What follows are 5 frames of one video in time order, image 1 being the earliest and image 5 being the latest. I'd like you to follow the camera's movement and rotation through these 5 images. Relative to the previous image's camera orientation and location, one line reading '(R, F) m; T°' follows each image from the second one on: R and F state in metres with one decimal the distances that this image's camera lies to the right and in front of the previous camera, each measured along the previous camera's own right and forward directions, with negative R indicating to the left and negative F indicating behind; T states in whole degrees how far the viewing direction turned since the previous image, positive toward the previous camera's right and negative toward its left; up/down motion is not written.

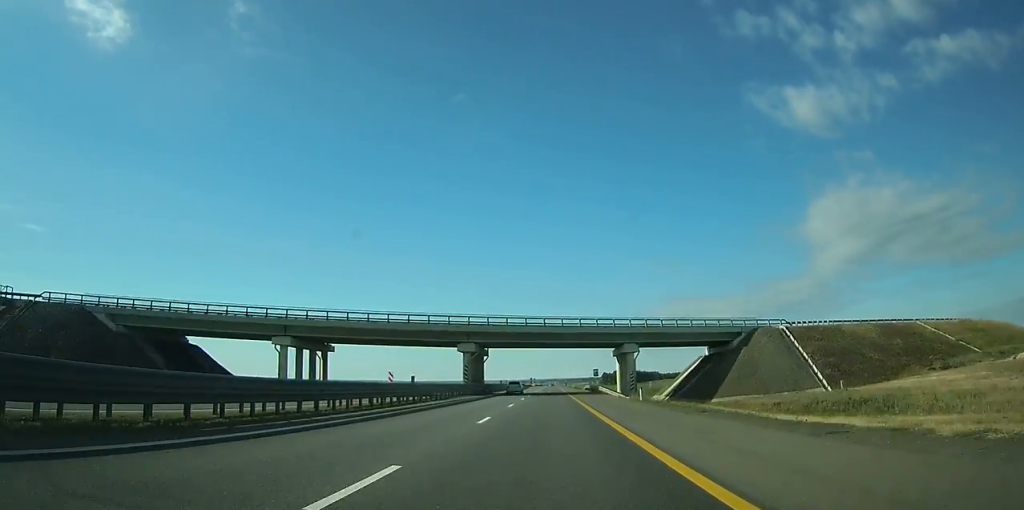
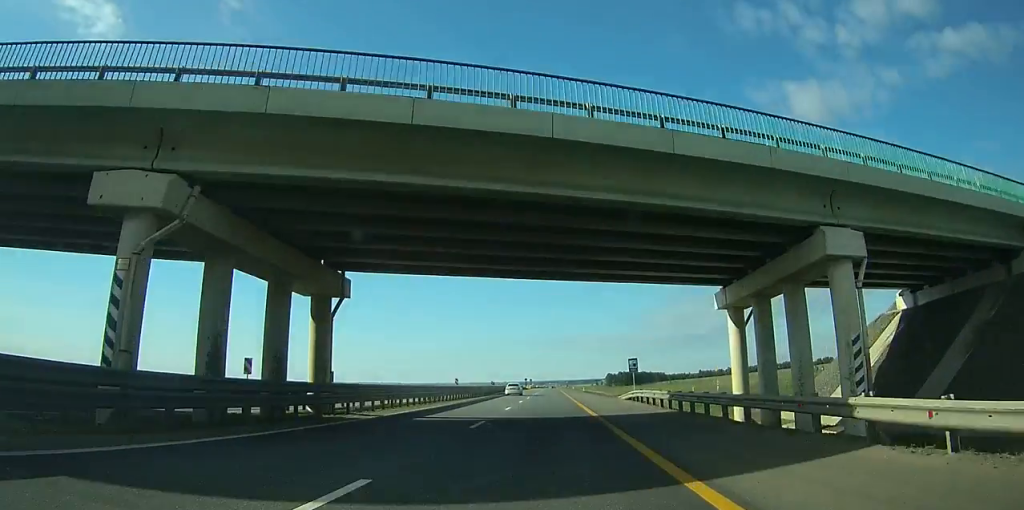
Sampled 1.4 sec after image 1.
(0.0, +50.2) m; 0°
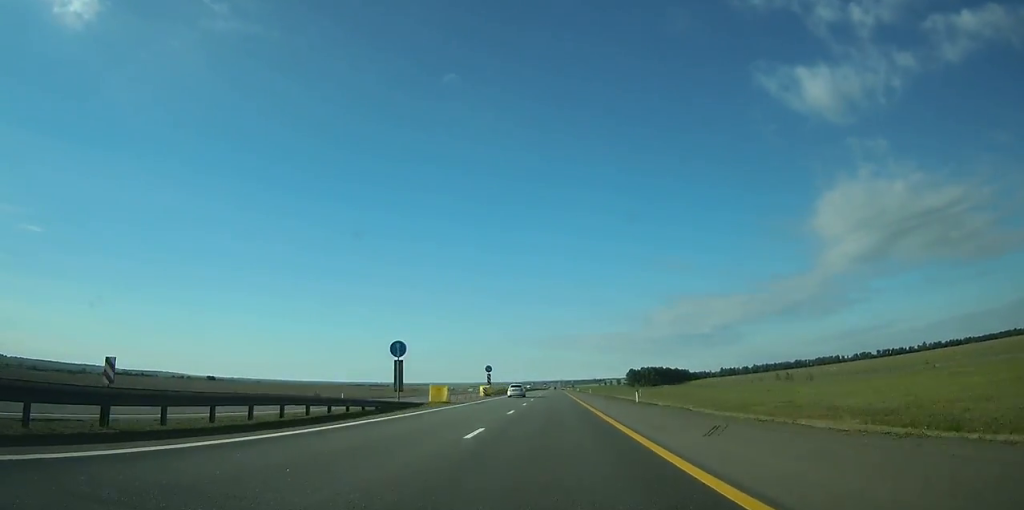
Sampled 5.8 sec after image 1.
(-0.3, +166.7) m; 0°
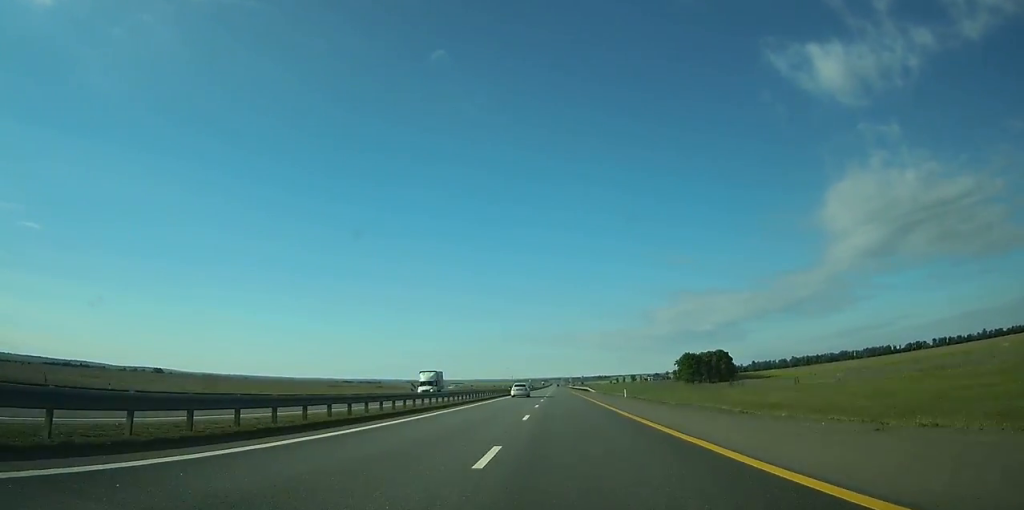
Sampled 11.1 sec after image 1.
(-0.1, +184.4) m; 0°
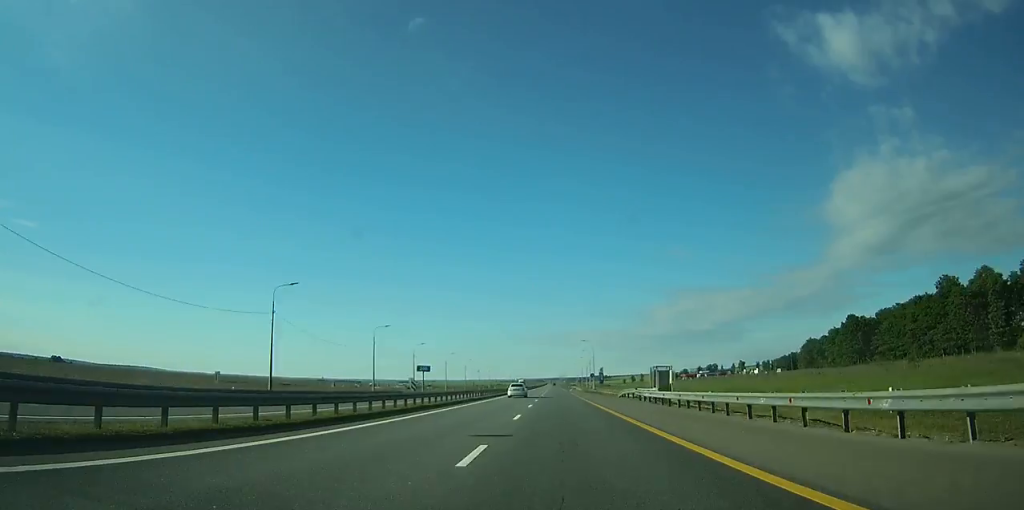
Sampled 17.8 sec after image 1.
(+0.6, +225.4) m; 0°
